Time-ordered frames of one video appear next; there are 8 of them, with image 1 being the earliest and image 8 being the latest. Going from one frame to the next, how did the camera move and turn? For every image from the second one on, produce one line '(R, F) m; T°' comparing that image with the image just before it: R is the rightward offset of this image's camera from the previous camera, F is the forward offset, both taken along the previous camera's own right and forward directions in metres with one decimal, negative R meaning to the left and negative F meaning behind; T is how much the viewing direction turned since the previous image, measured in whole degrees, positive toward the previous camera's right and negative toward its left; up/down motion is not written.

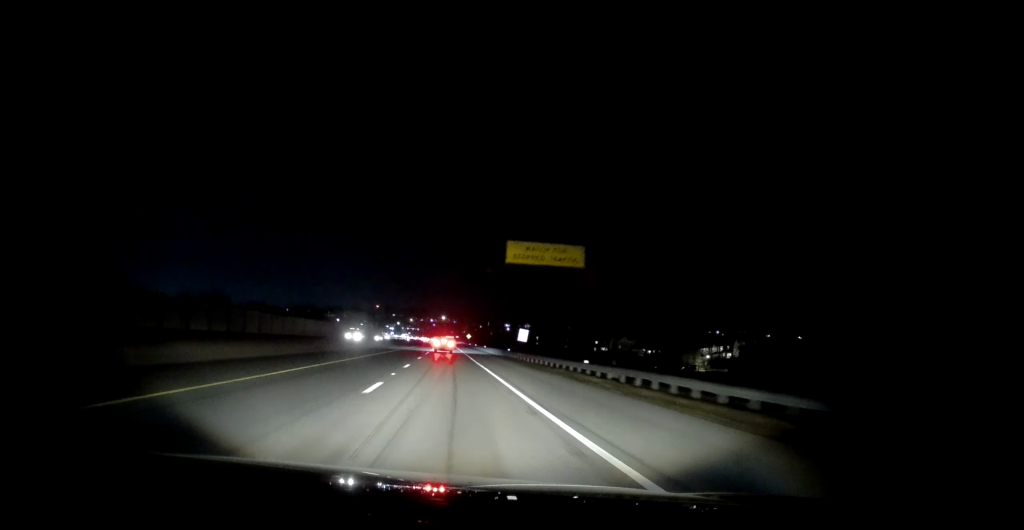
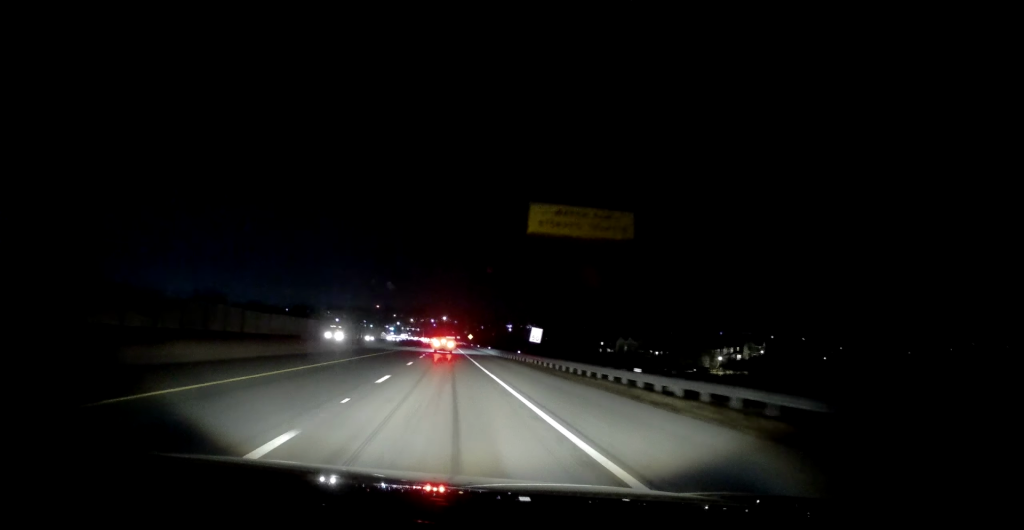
(0.0, +9.1) m; 0°
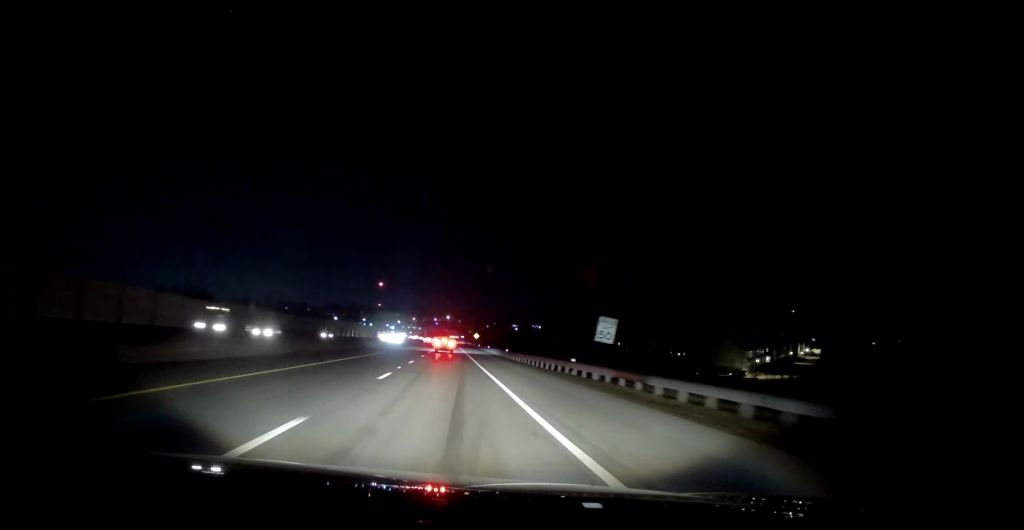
(0.0, +23.3) m; 0°
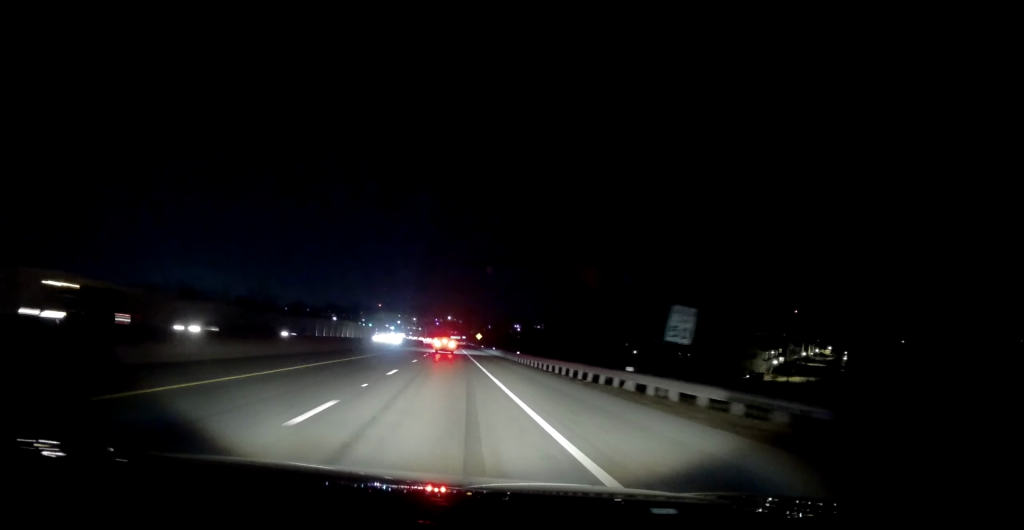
(0.0, +9.8) m; 0°
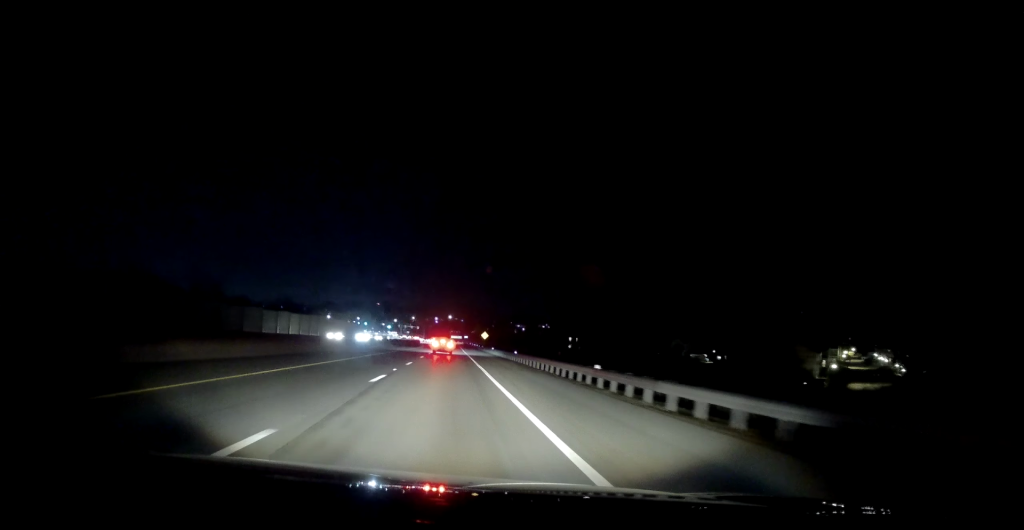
(0.0, +28.3) m; 0°
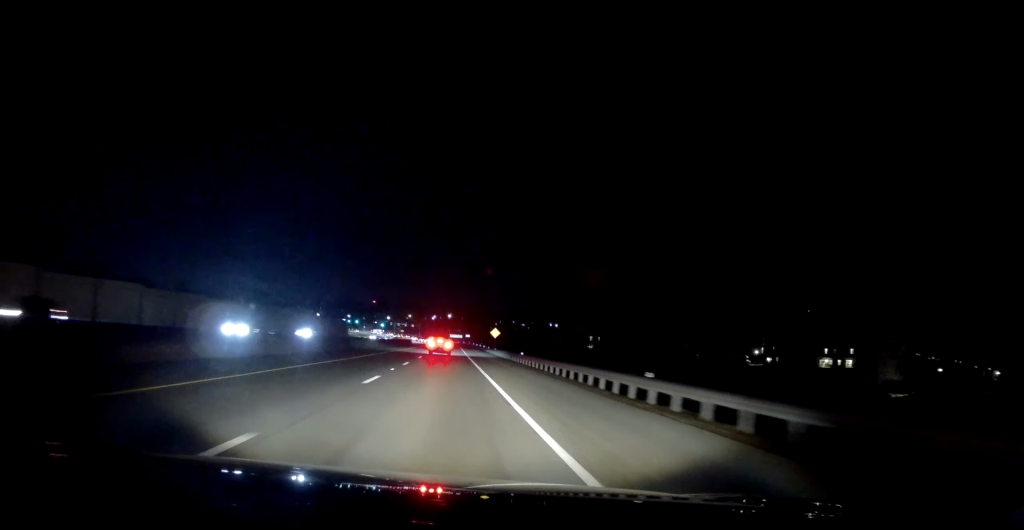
(+0.6, +37.5) m; 0°
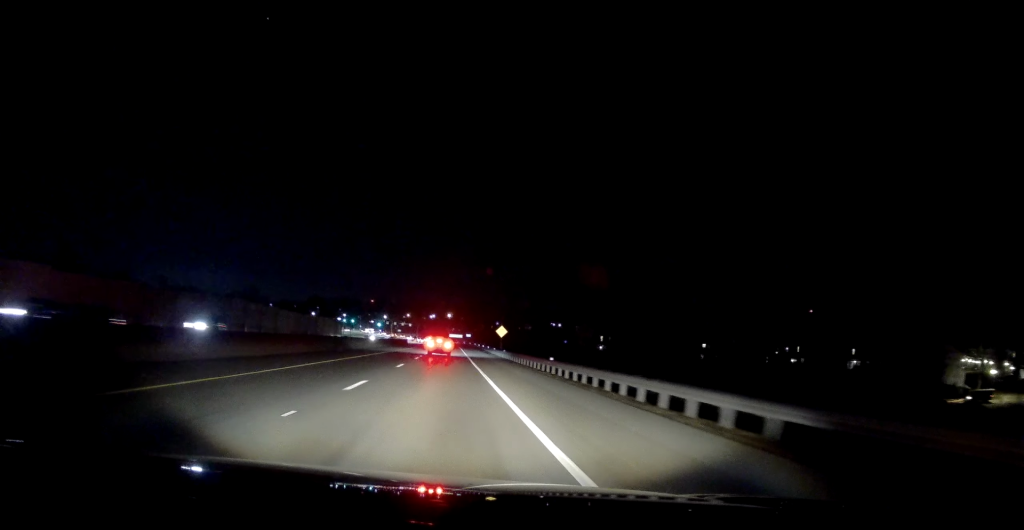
(-0.2, +14.6) m; 0°
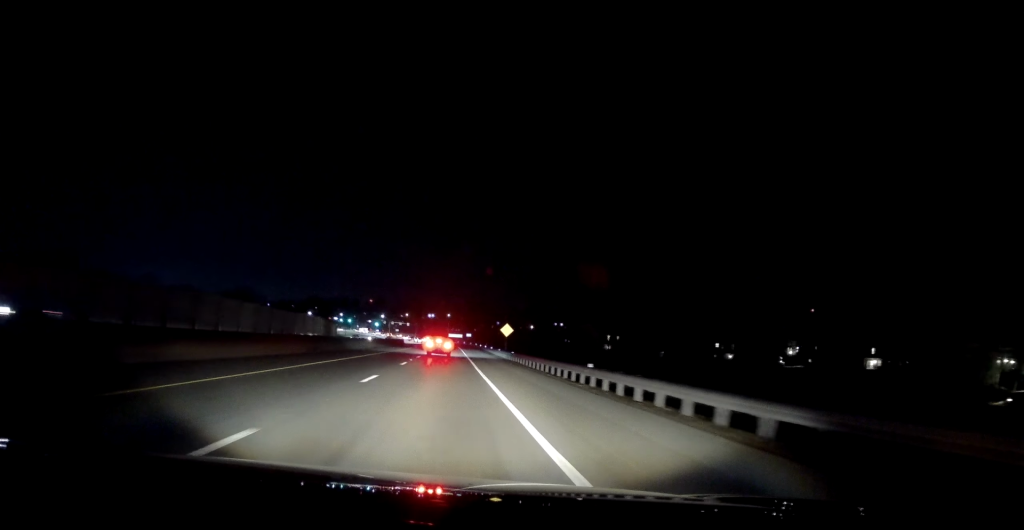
(-0.3, +9.6) m; 0°
